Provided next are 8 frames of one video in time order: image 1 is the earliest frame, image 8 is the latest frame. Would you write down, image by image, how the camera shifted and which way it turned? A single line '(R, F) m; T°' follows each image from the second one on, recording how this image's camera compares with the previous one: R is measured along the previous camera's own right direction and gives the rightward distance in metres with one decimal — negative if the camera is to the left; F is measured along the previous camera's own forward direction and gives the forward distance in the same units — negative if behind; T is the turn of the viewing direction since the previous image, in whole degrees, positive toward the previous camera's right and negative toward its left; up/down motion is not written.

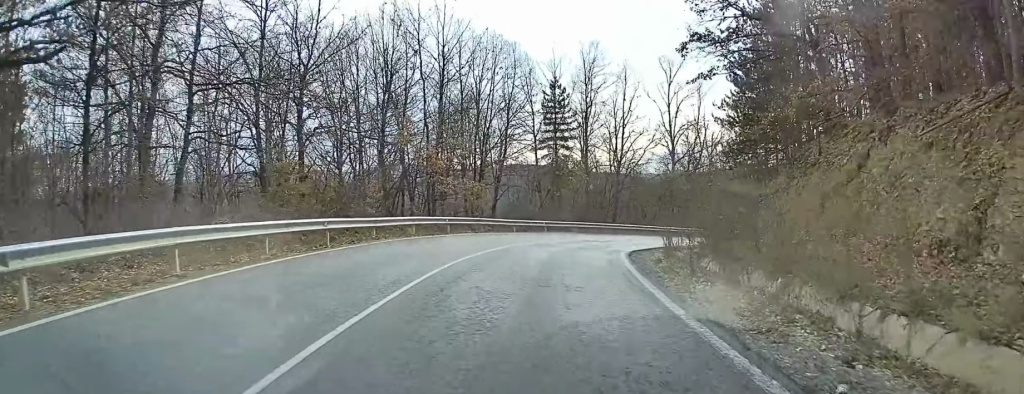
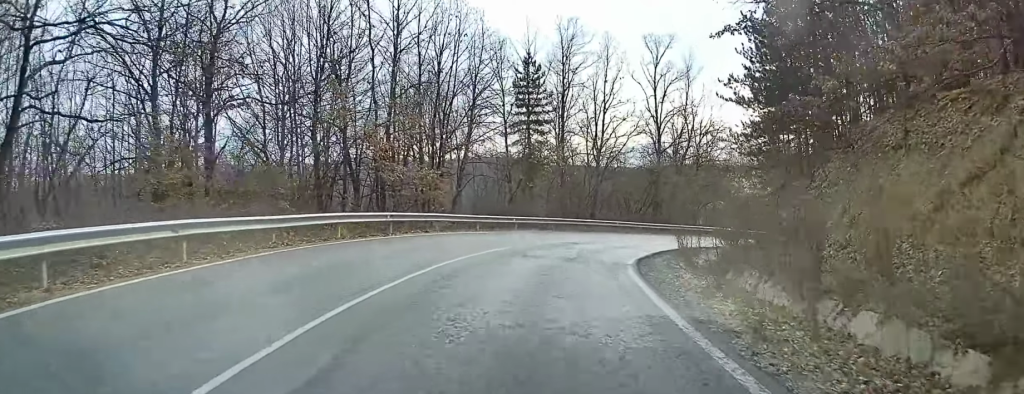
(+0.2, +7.0) m; +3°
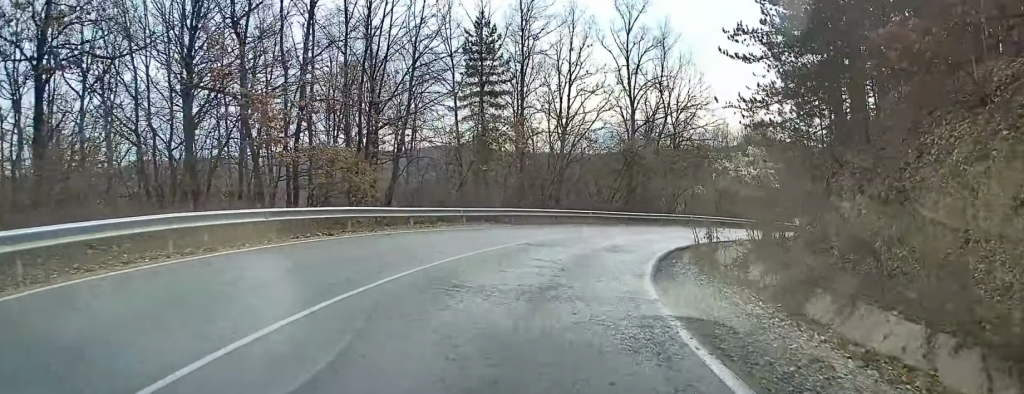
(+0.3, +7.5) m; +4°
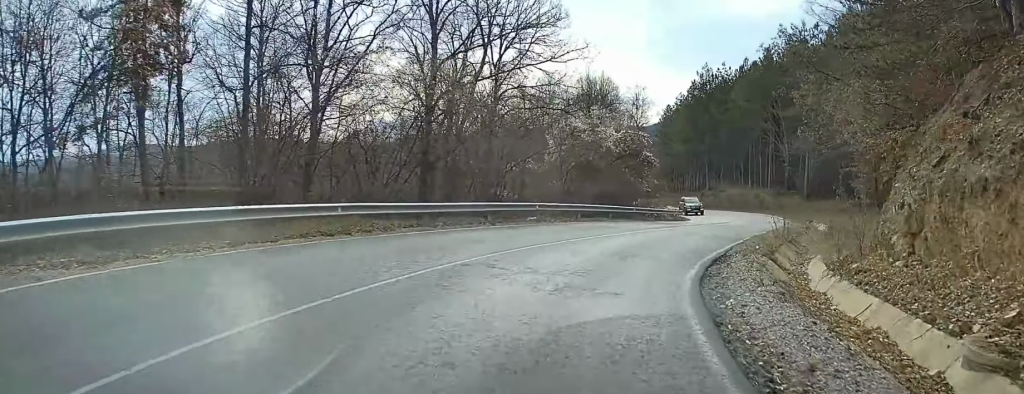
(+2.1, +20.8) m; +16°
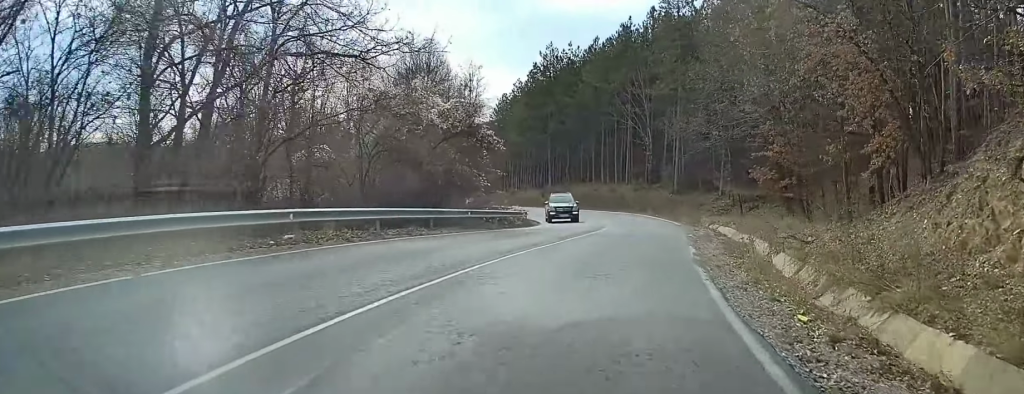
(+1.5, +12.7) m; +12°
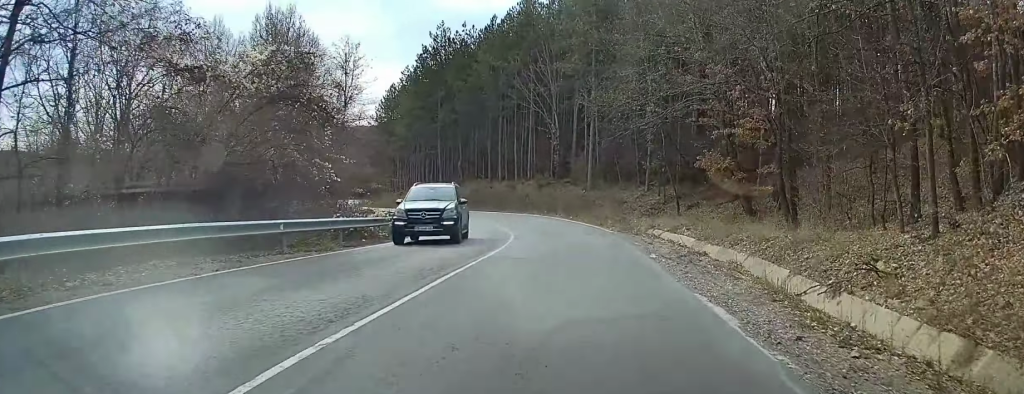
(+1.0, +10.8) m; +6°
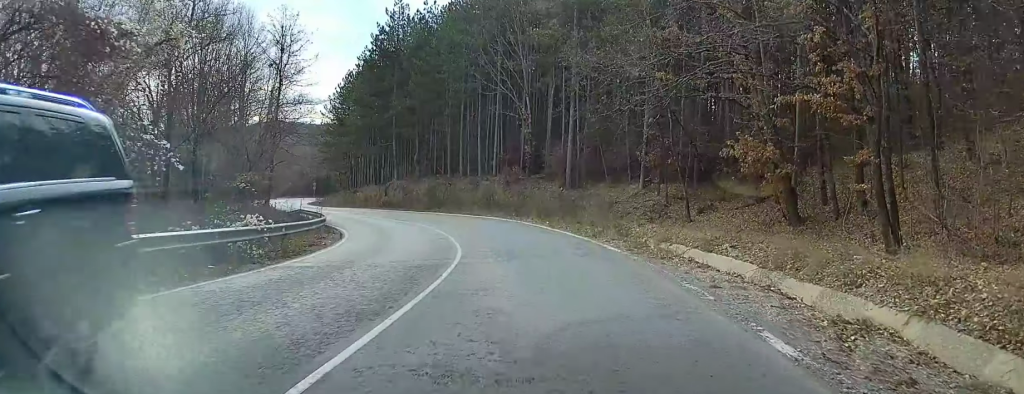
(+0.3, +9.3) m; +1°
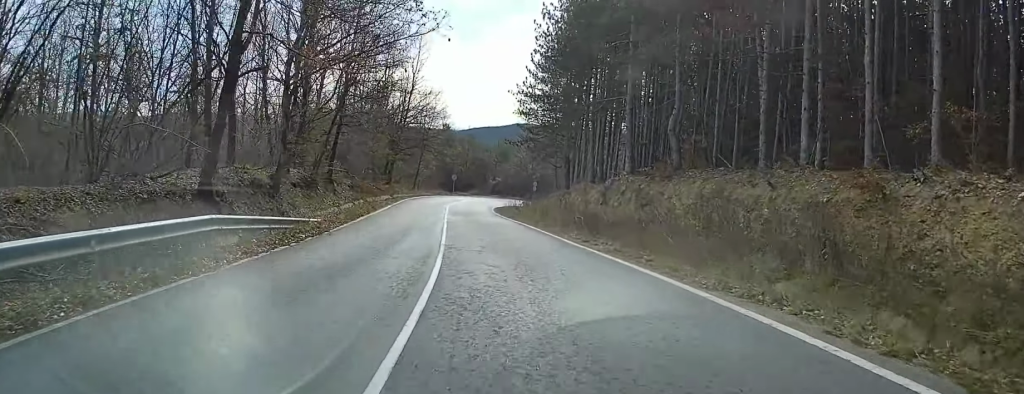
(-4.1, +34.7) m; -17°
